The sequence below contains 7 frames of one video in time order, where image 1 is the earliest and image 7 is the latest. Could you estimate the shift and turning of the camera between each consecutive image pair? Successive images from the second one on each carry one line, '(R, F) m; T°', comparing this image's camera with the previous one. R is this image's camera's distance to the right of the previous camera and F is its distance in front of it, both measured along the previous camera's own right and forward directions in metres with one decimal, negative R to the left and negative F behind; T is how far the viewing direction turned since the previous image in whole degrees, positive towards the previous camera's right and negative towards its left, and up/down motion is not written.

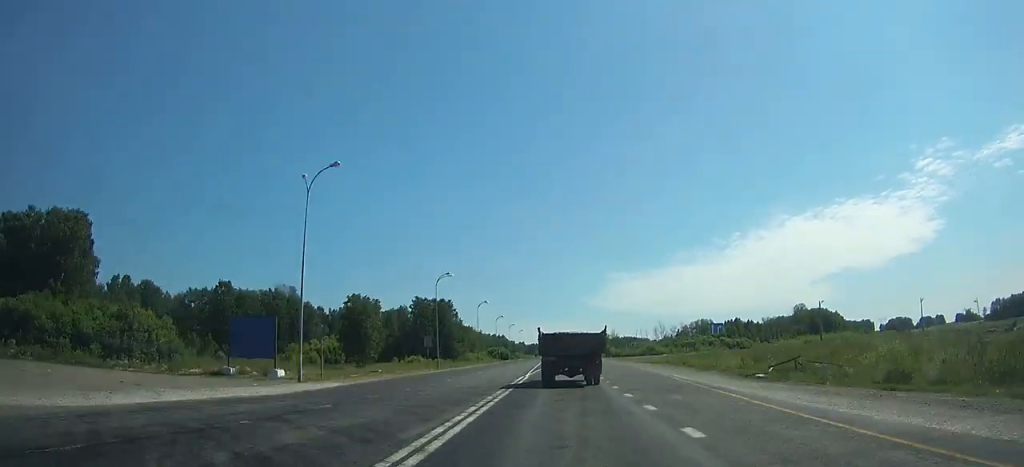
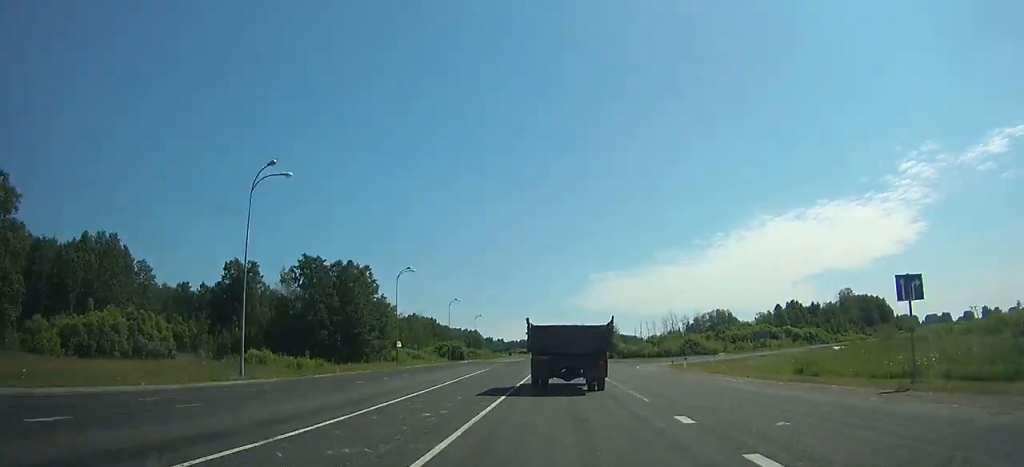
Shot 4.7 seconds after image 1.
(+0.7, +72.2) m; +1°
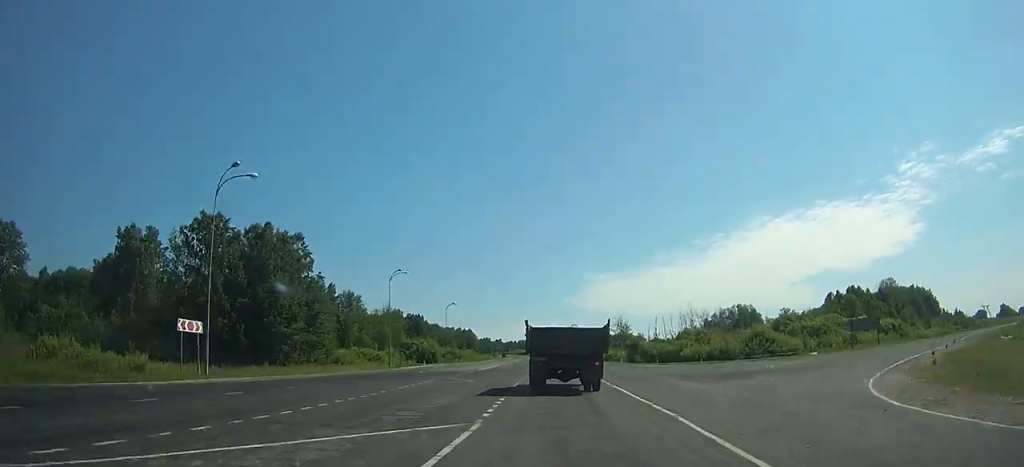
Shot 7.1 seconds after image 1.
(+0.1, +37.0) m; 0°
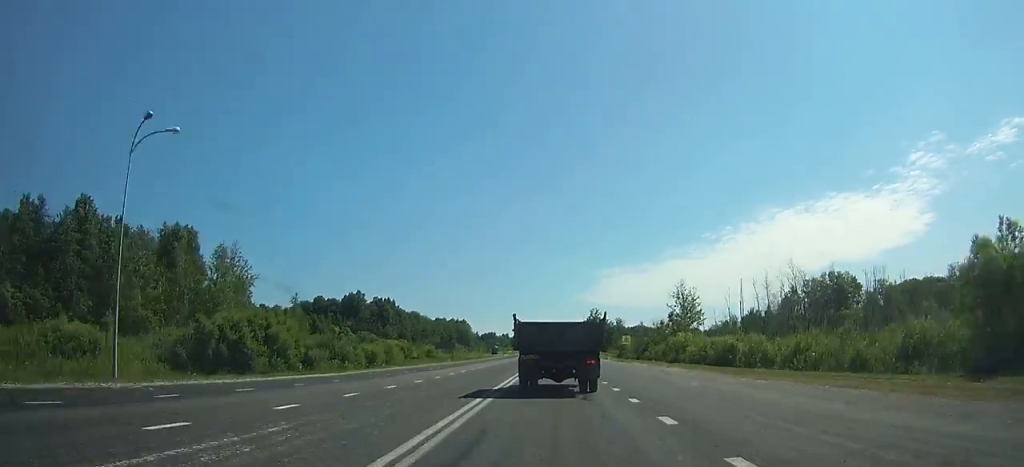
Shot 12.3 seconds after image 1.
(-0.5, +81.7) m; -1°
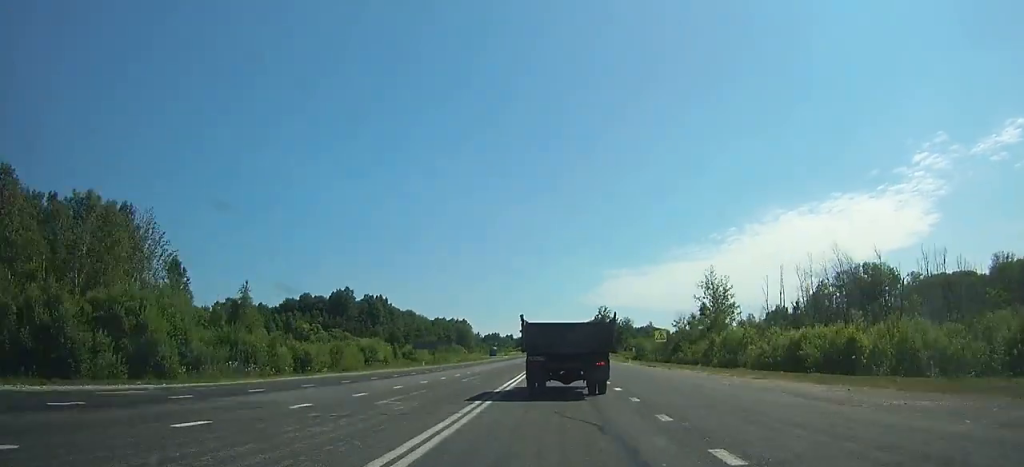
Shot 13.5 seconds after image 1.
(-0.1, +19.3) m; 0°
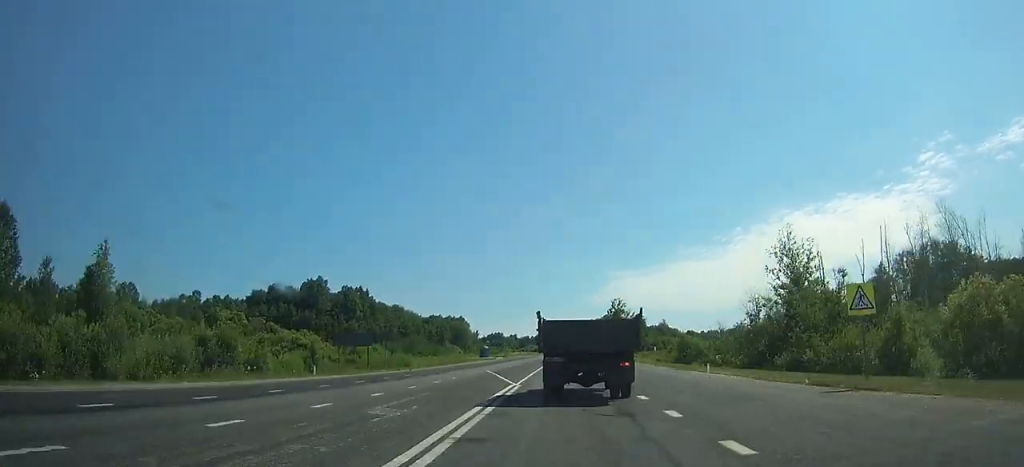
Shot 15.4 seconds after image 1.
(-0.1, +30.6) m; 0°
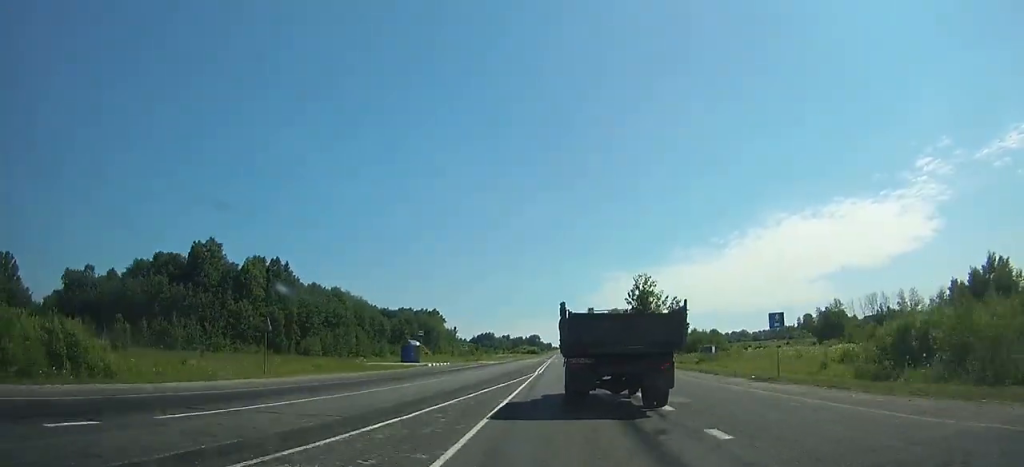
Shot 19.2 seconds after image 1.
(0.0, +61.4) m; 0°
